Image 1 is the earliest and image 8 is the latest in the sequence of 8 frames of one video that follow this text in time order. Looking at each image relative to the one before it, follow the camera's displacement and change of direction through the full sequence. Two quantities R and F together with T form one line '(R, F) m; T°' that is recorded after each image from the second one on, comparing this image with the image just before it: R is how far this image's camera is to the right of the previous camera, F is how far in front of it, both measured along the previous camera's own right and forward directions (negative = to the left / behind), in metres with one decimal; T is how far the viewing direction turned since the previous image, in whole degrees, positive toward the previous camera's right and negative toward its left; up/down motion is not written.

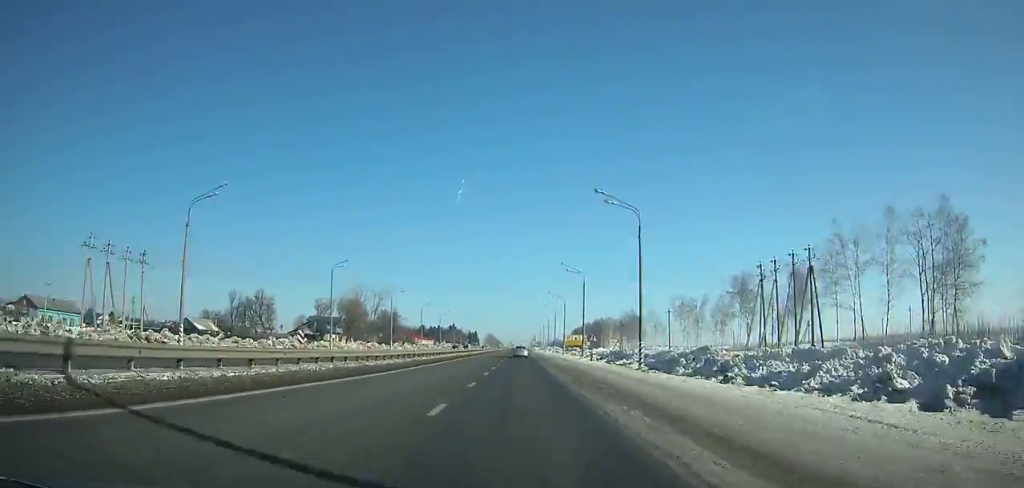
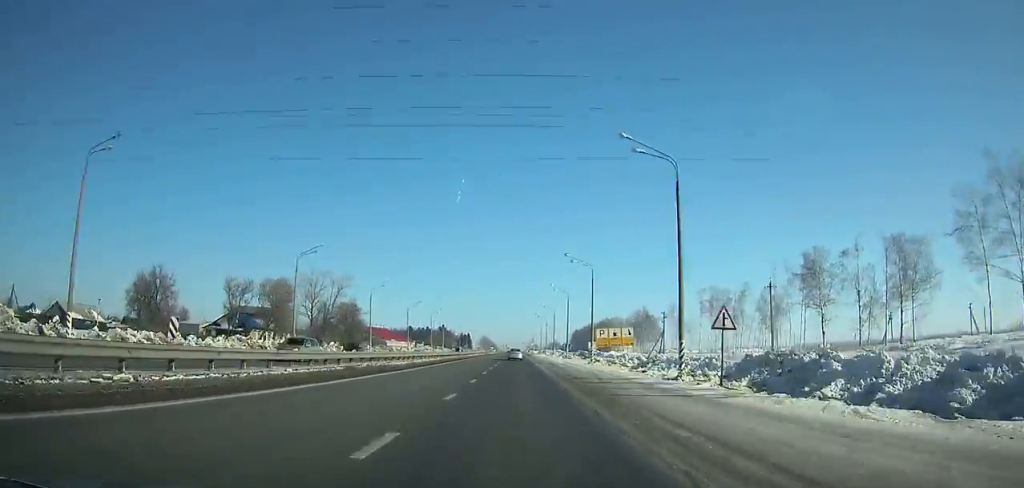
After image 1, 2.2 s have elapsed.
(+0.1, +44.2) m; 0°
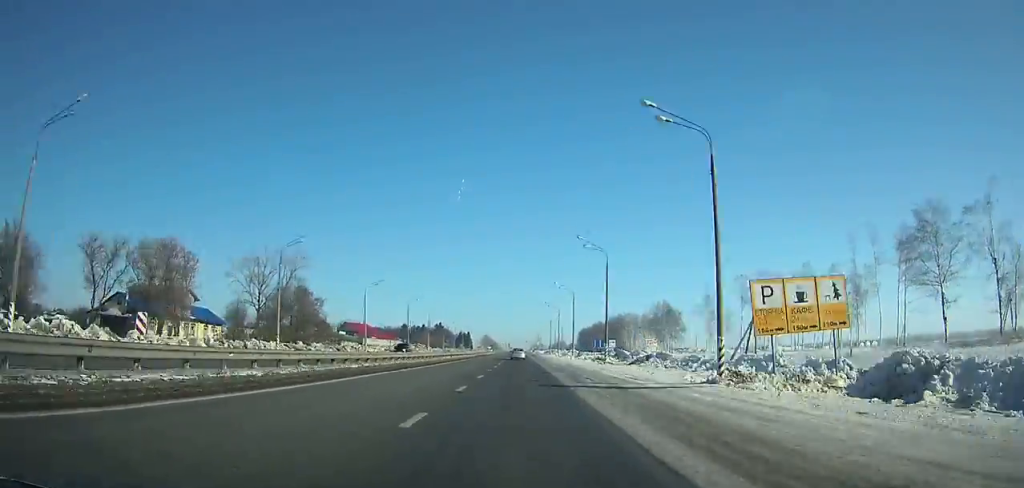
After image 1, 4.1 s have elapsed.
(0.0, +37.5) m; 0°
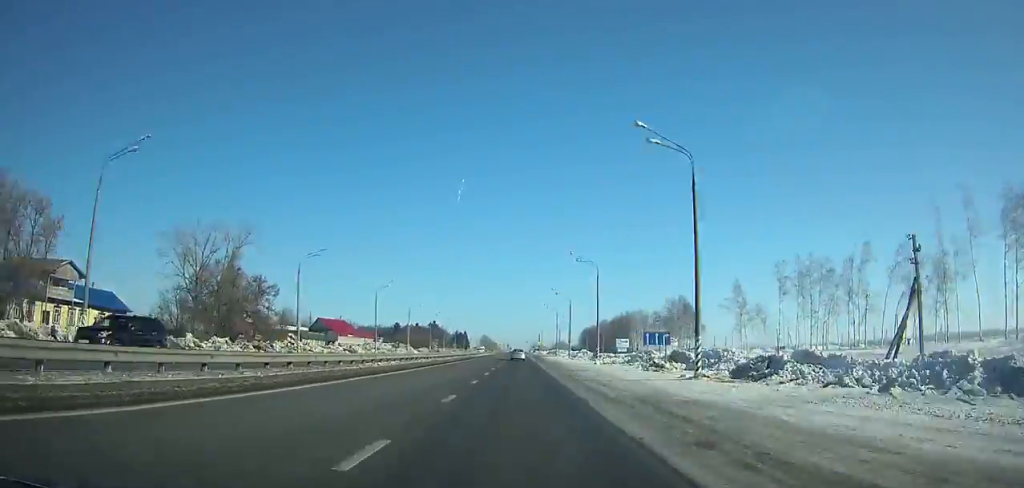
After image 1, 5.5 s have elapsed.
(0.0, +27.1) m; 0°
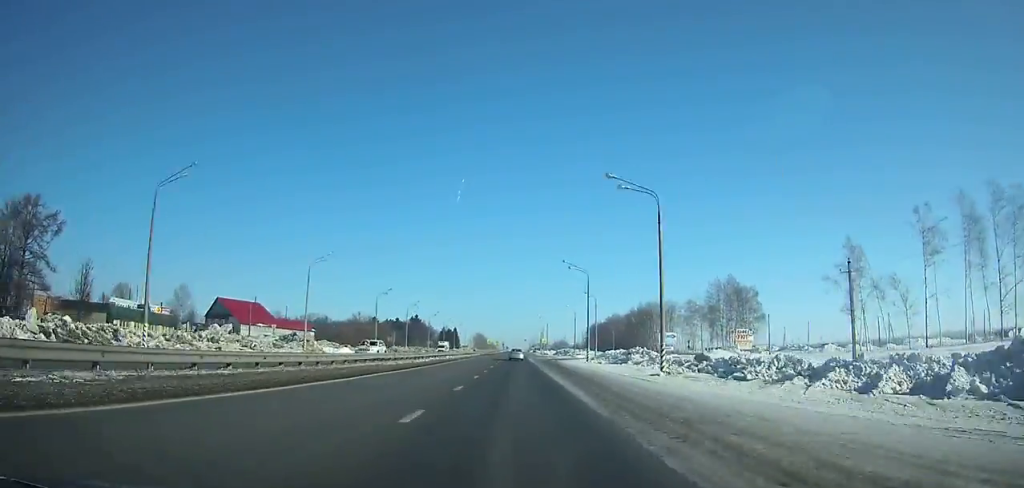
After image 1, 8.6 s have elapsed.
(+0.1, +60.0) m; 0°
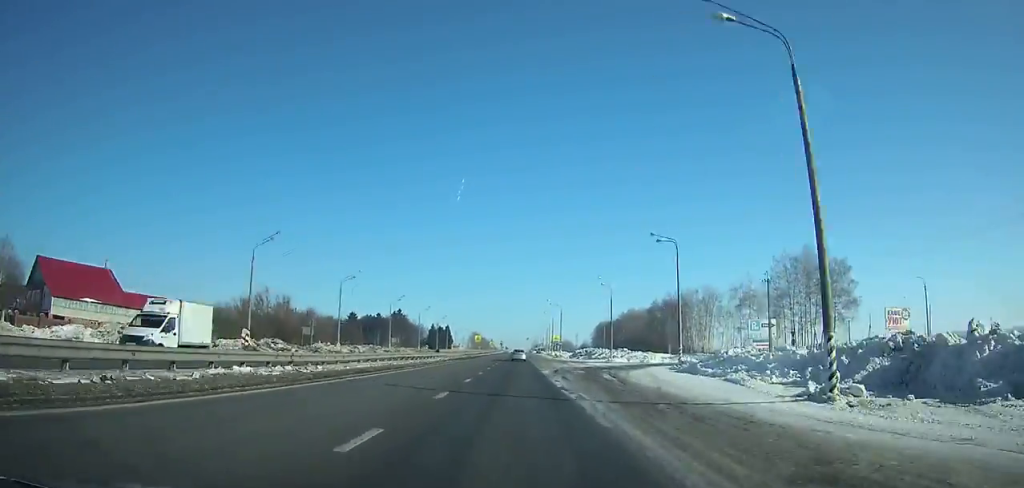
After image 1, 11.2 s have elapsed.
(+0.1, +50.2) m; 0°
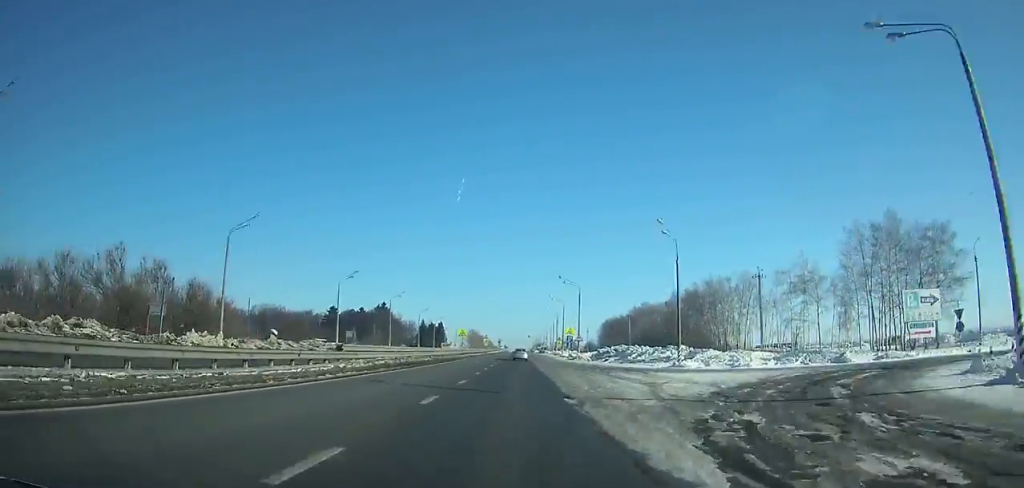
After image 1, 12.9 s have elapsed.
(+0.1, +32.9) m; 0°
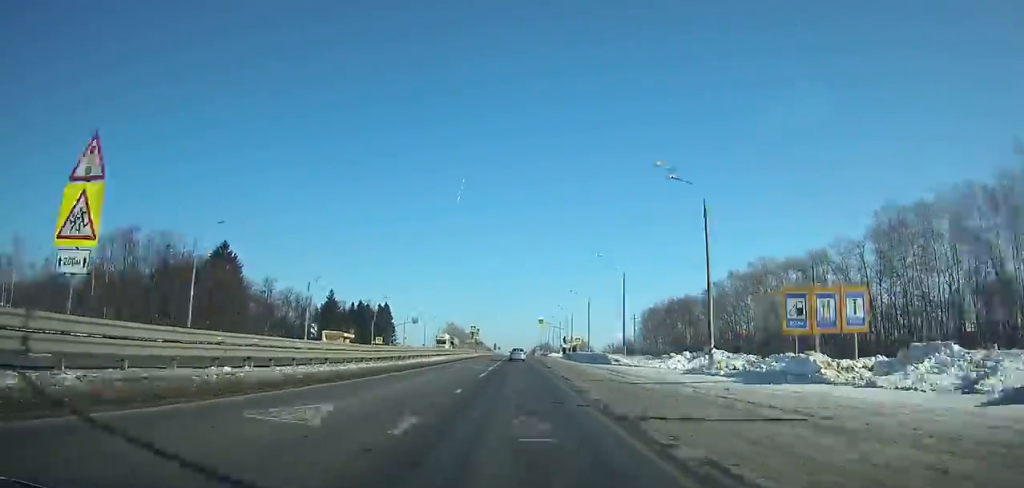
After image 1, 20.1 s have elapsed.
(-0.5, +138.9) m; 0°
